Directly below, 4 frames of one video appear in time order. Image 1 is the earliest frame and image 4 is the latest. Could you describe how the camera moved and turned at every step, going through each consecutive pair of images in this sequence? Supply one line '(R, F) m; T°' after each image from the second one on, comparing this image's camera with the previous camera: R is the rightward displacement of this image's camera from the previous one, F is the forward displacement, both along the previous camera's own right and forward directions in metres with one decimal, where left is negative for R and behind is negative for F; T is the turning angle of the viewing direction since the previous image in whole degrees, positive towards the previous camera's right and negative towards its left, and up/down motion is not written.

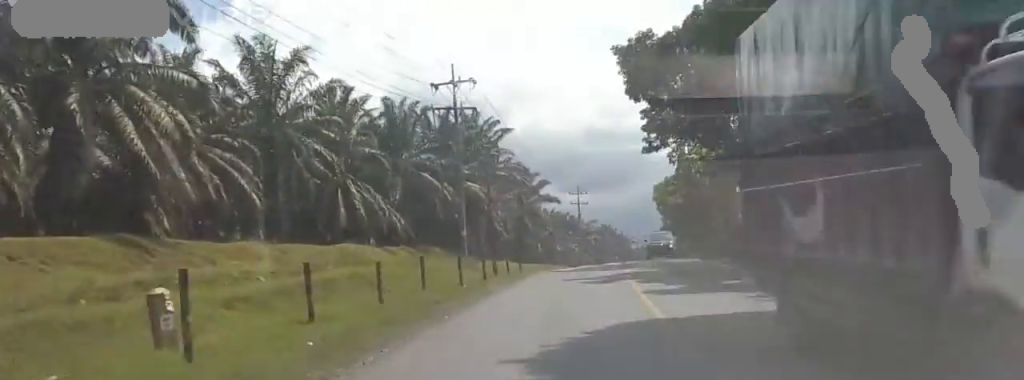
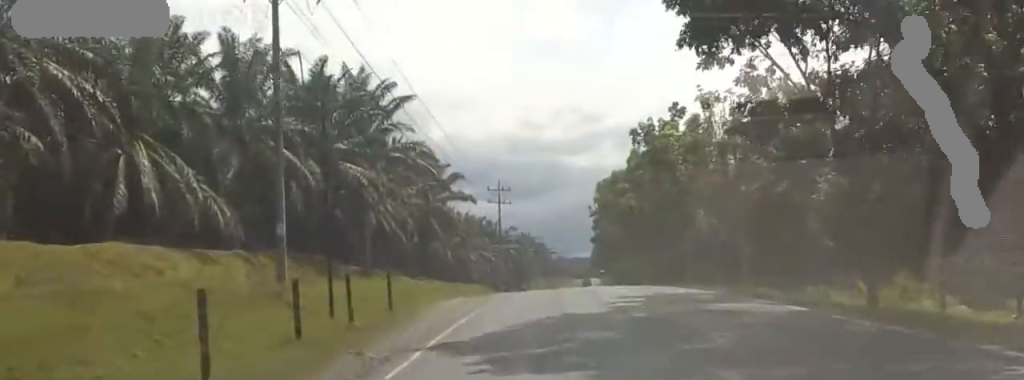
(+0.2, +26.9) m; -2°
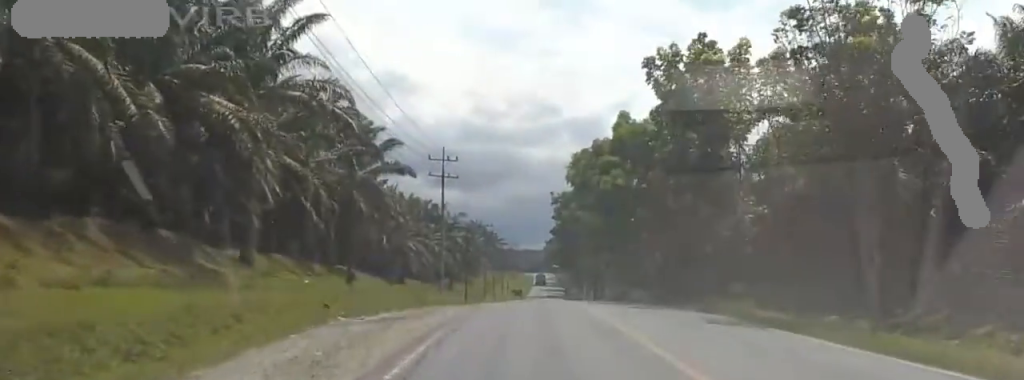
(+0.2, +21.8) m; +1°
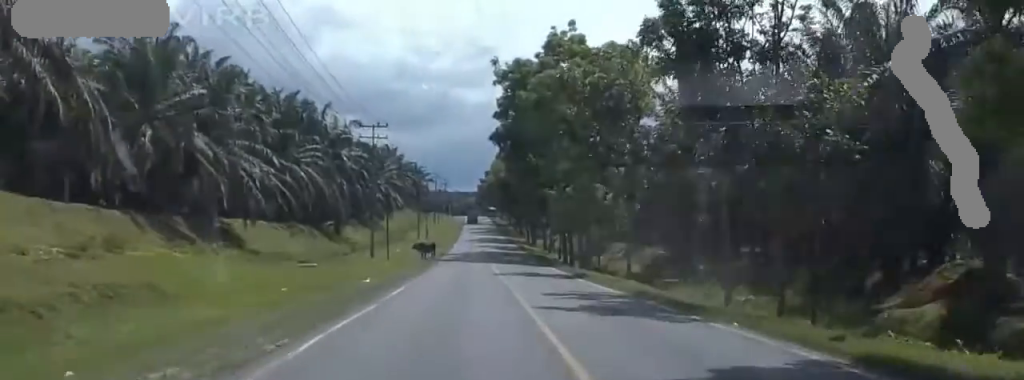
(-2.0, +61.8) m; 0°
